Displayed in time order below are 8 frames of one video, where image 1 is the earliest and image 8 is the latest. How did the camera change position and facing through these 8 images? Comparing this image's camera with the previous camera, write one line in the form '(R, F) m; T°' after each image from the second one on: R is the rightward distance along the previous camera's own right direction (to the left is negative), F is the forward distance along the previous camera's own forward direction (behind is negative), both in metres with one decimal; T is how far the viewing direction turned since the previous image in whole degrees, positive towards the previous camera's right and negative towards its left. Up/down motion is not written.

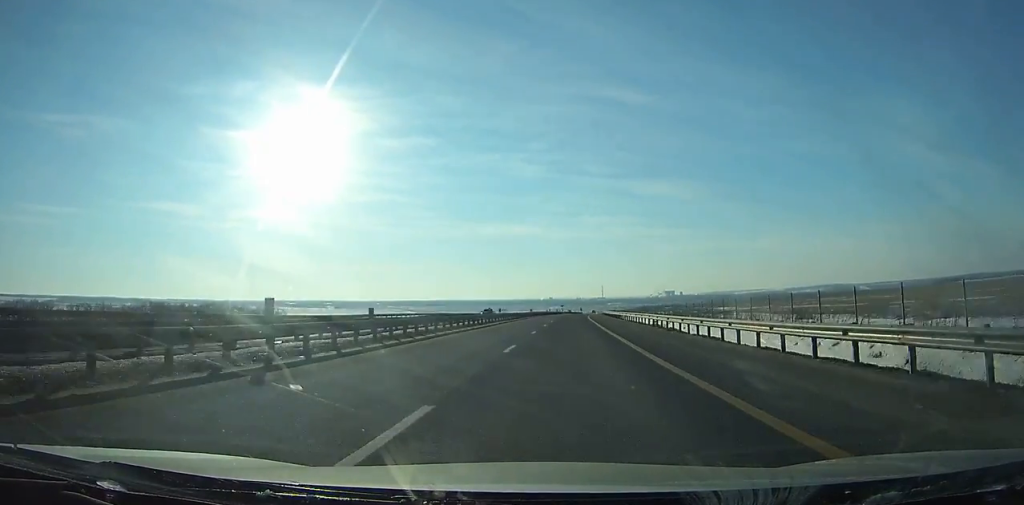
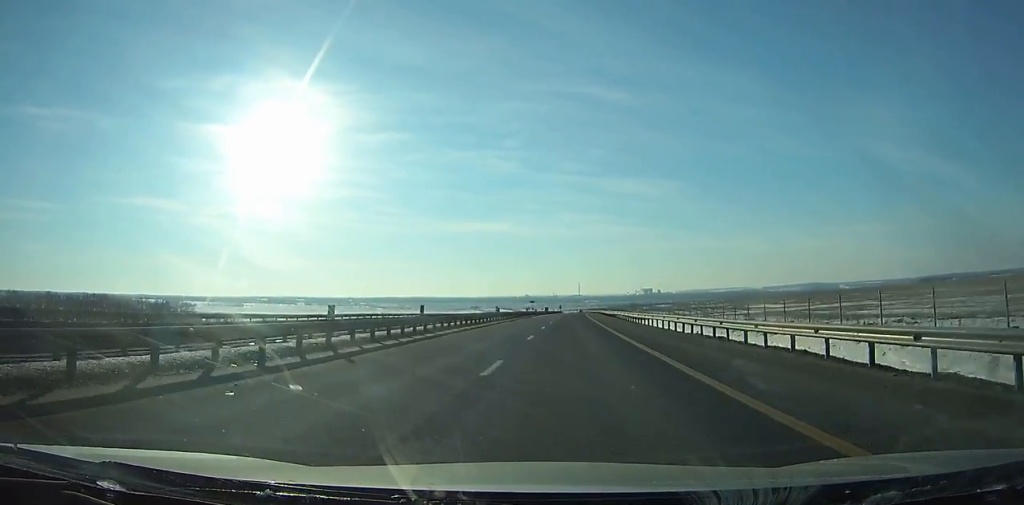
(+1.5, +77.7) m; +2°
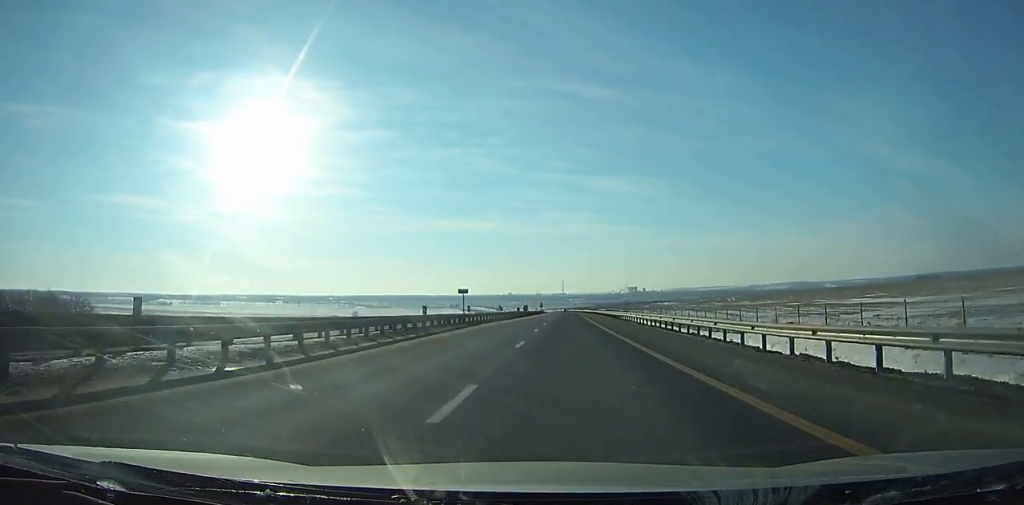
(+1.1, +62.9) m; +1°
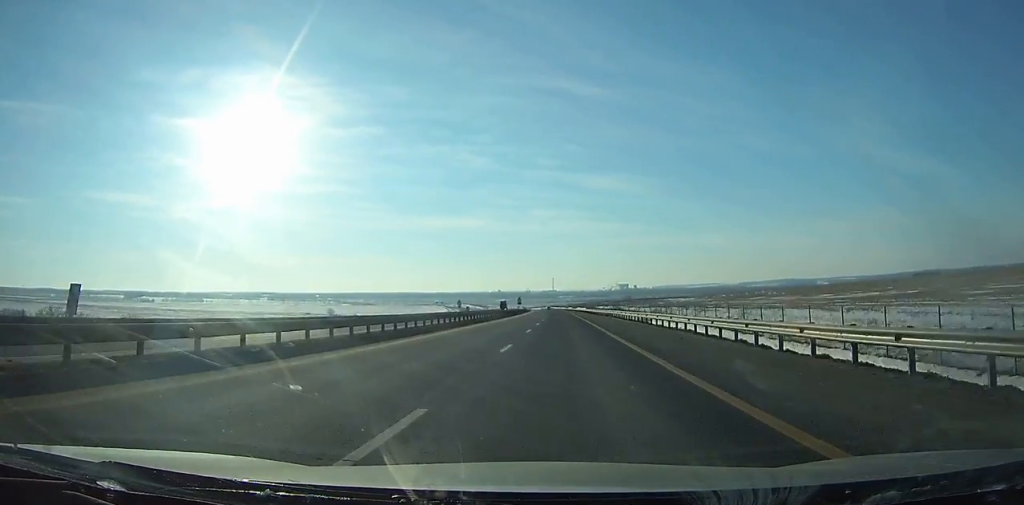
(+0.9, +62.7) m; 0°
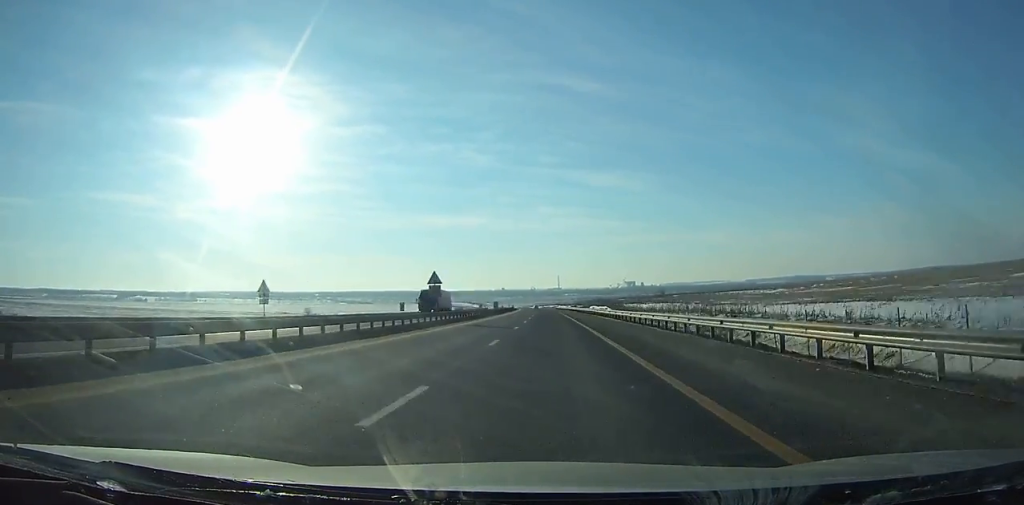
(-0.7, +91.2) m; -2°
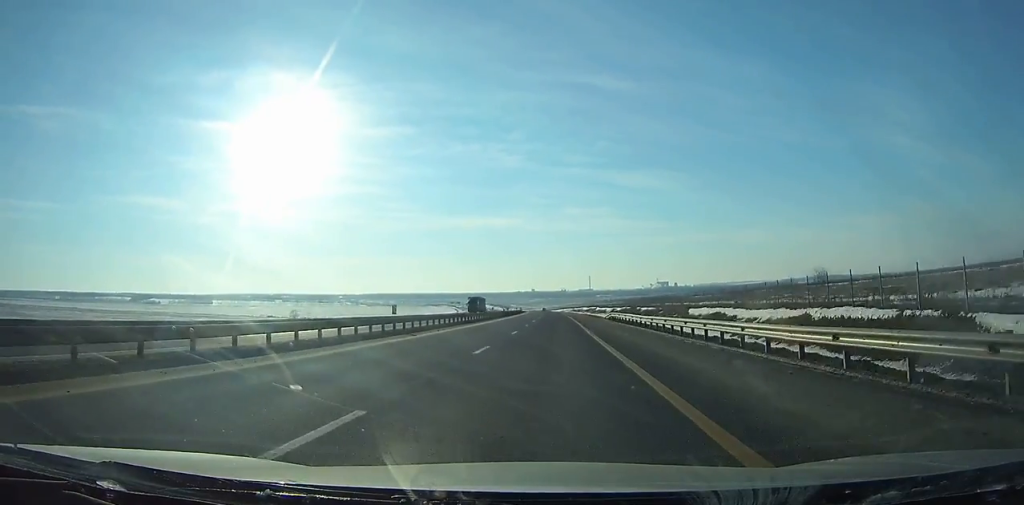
(-2.6, +122.4) m; -2°
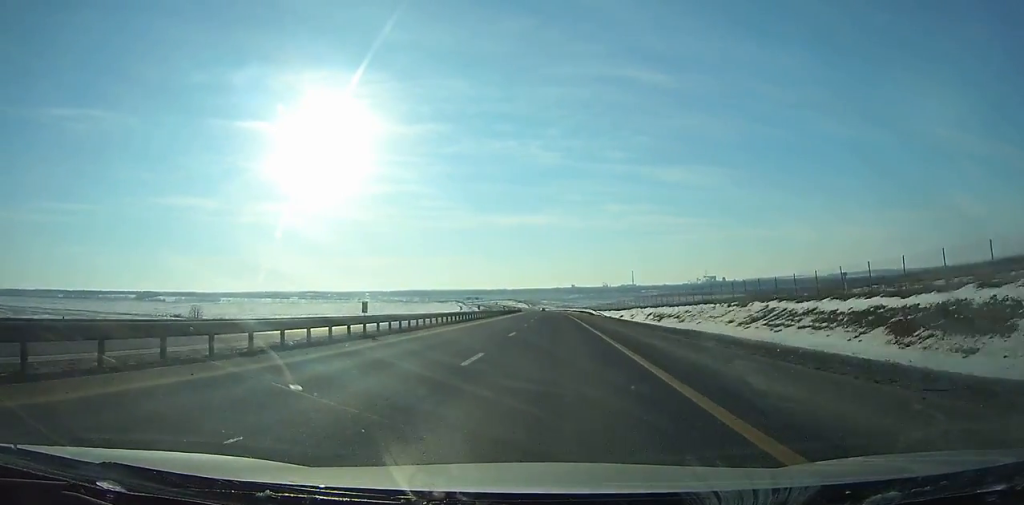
(-8.7, +240.5) m; -4°
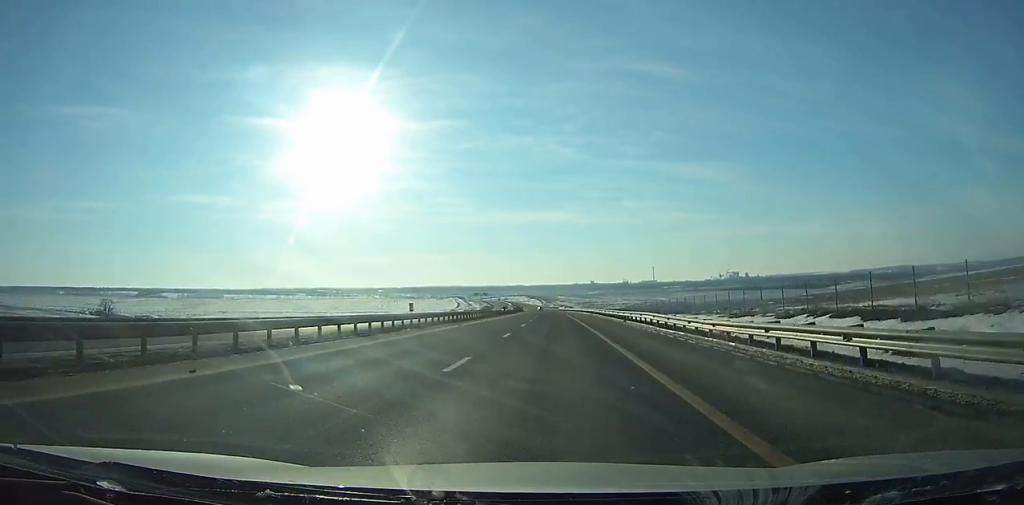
(-1.8, +108.8) m; -2°
